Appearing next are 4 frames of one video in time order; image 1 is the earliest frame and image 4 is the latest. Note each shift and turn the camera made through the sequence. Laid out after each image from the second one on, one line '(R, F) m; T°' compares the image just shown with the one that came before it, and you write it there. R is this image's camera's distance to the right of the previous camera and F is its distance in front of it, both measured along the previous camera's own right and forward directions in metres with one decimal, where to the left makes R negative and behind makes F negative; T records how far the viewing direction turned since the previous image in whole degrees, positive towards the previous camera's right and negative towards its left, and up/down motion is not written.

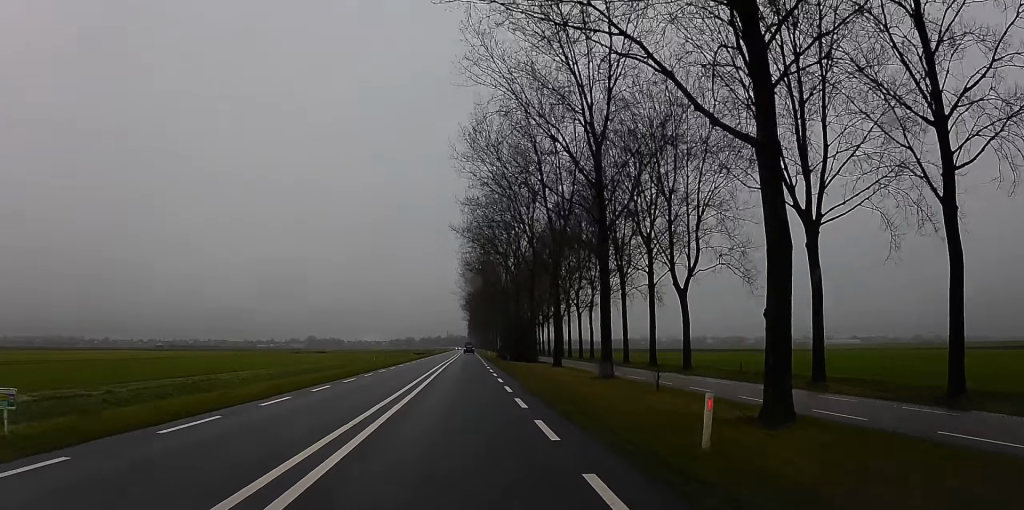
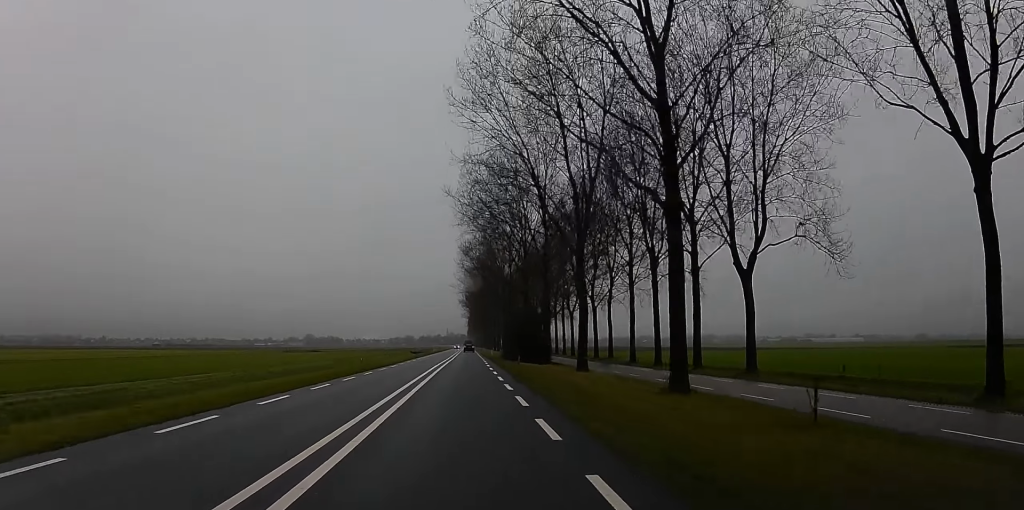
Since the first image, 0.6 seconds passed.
(-0.1, +12.1) m; 0°
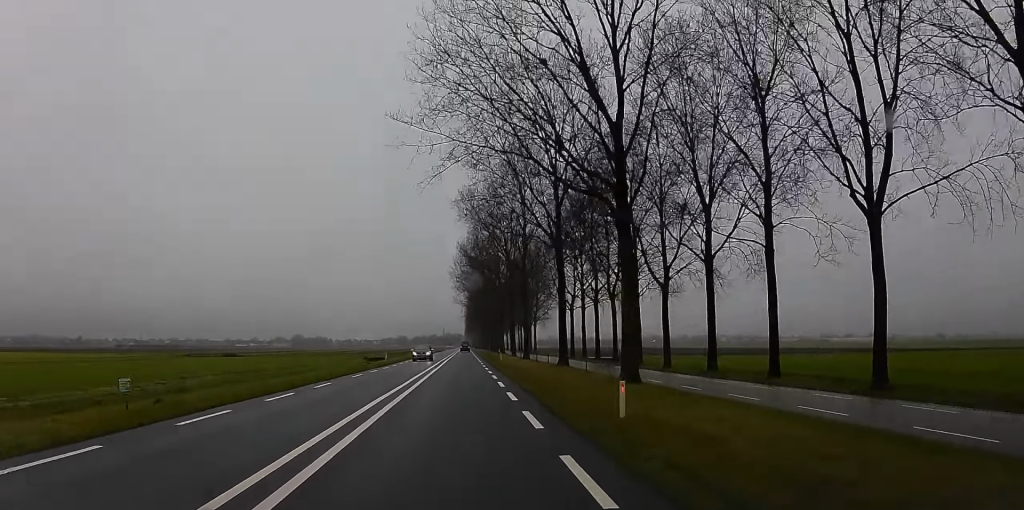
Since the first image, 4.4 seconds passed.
(+2.0, +83.6) m; +1°
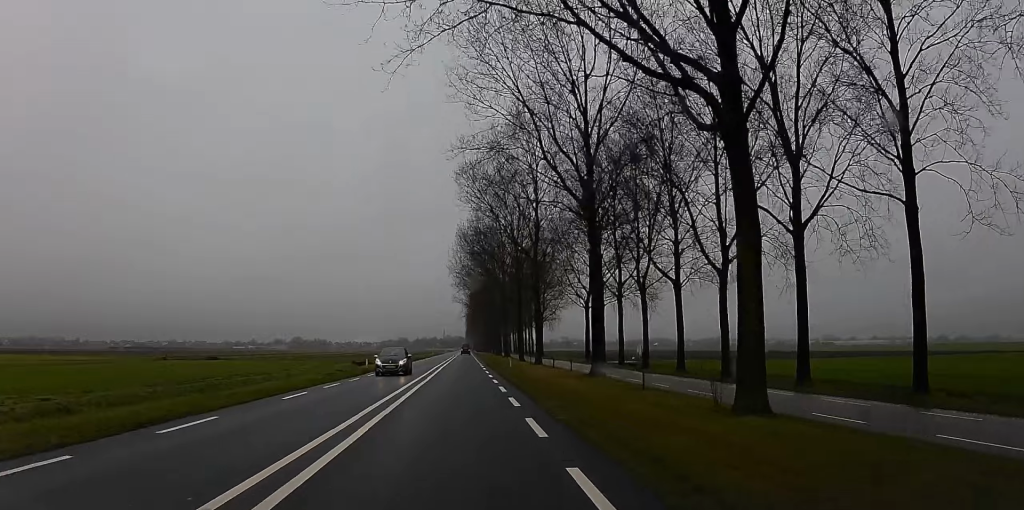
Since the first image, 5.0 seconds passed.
(-0.3, +13.1) m; -2°
